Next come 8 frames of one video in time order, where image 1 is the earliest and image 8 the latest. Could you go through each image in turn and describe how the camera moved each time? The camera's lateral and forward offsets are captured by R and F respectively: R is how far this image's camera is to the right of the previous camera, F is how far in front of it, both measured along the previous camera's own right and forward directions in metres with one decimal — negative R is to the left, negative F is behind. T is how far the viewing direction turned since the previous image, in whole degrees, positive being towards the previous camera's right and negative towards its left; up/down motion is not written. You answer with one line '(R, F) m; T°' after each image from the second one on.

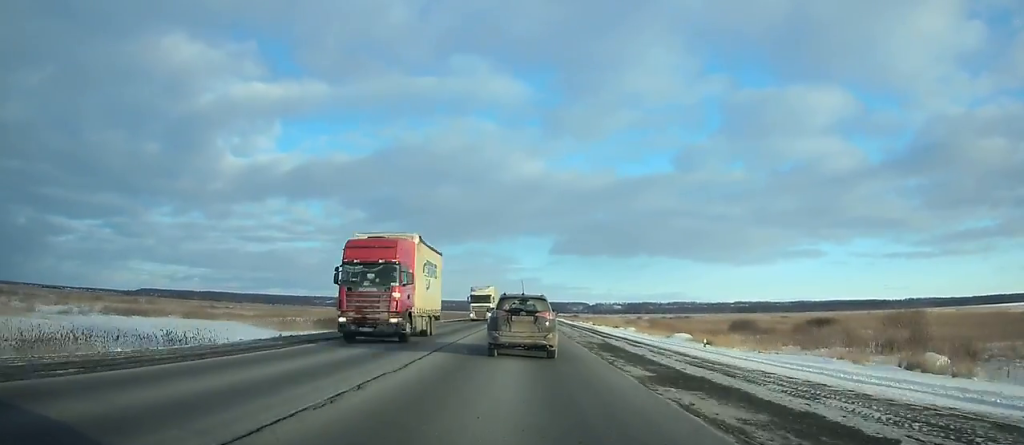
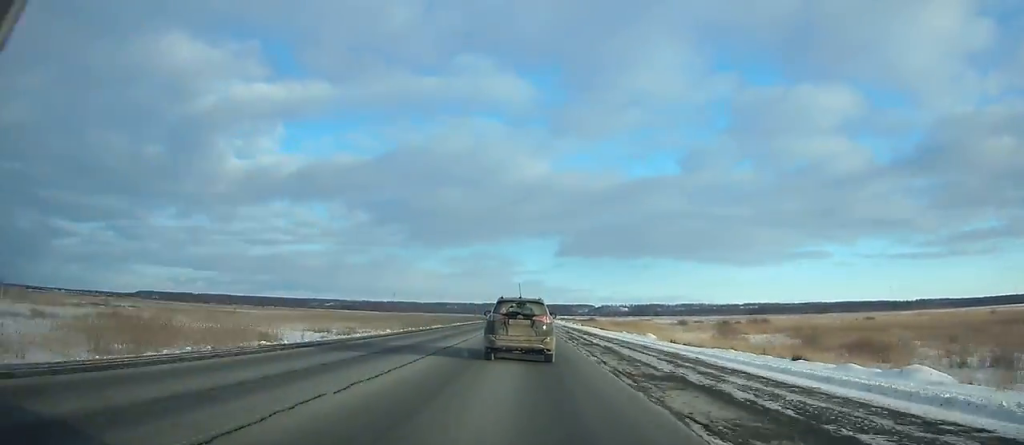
(+0.1, +71.8) m; 0°
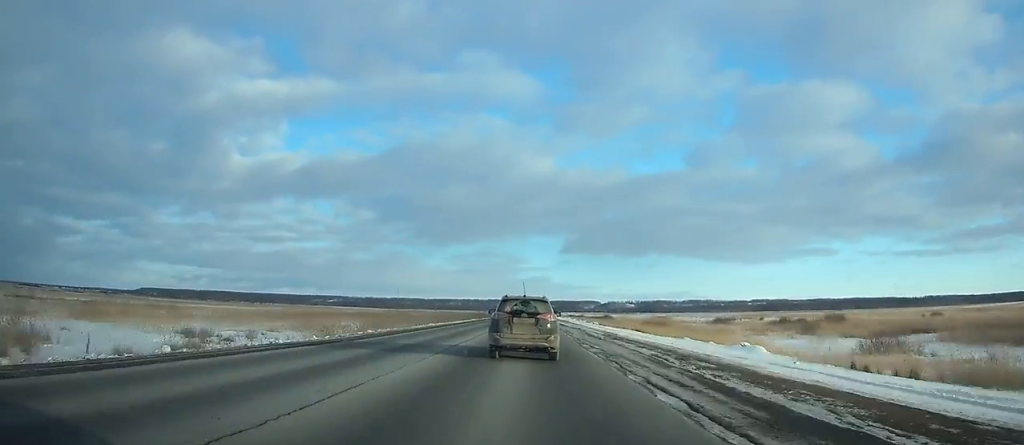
(0.0, +38.7) m; 0°
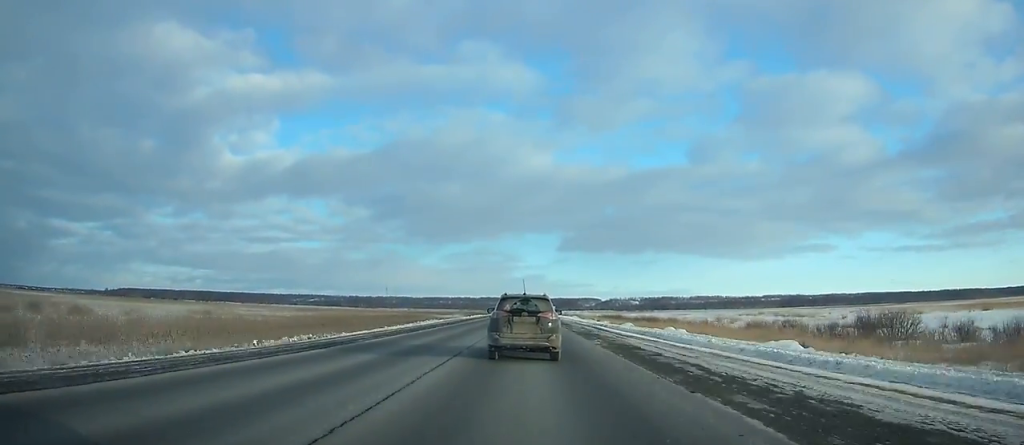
(0.0, +202.6) m; 0°
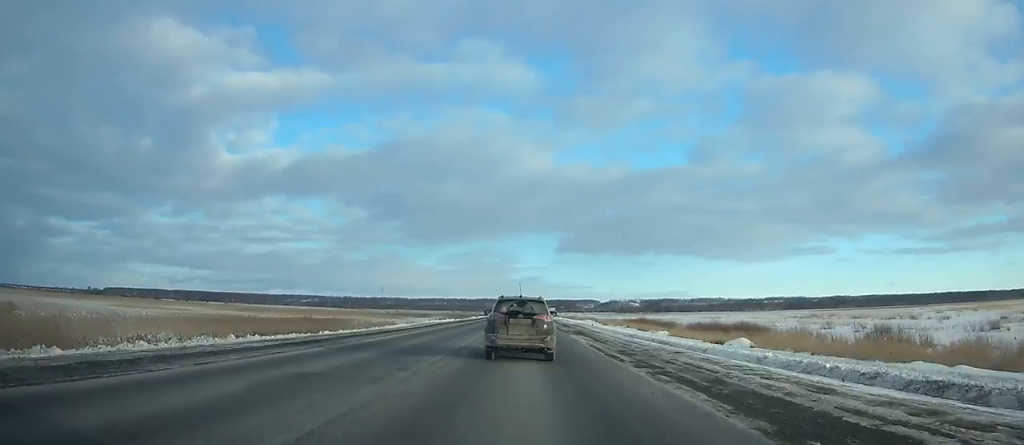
(0.0, +58.3) m; 0°
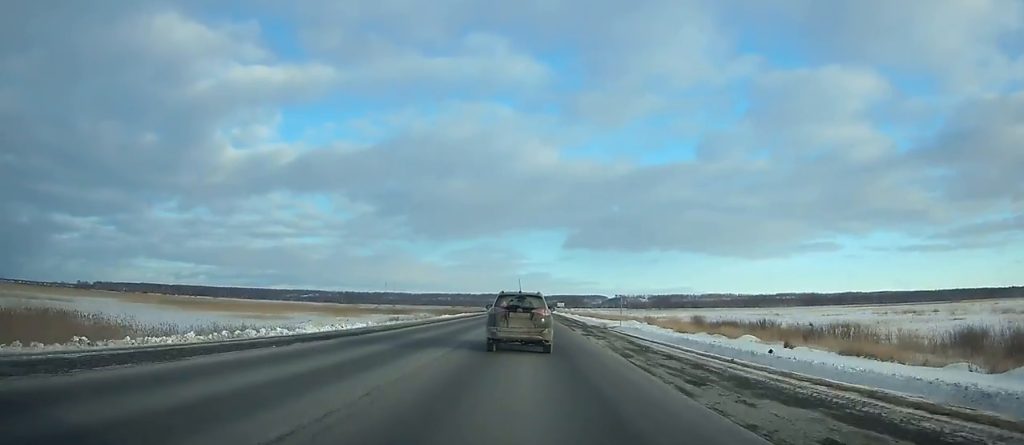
(-0.2, +60.8) m; 0°
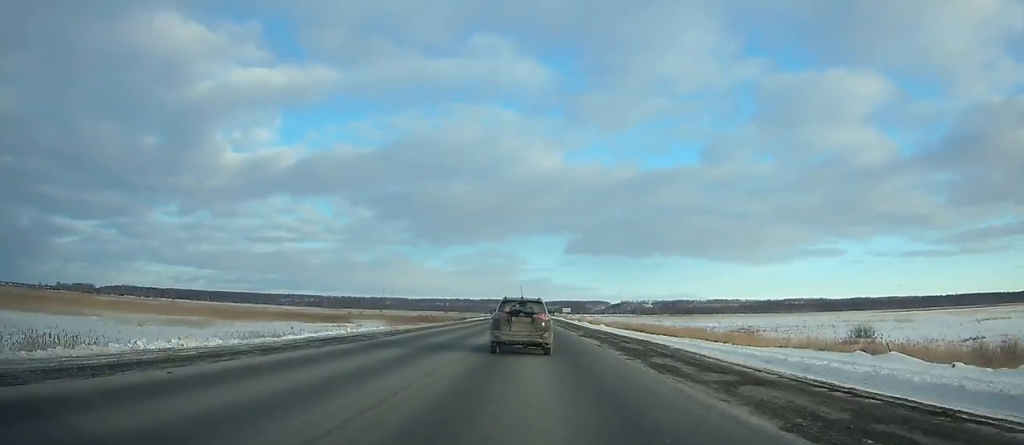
(-0.1, +71.4) m; 0°
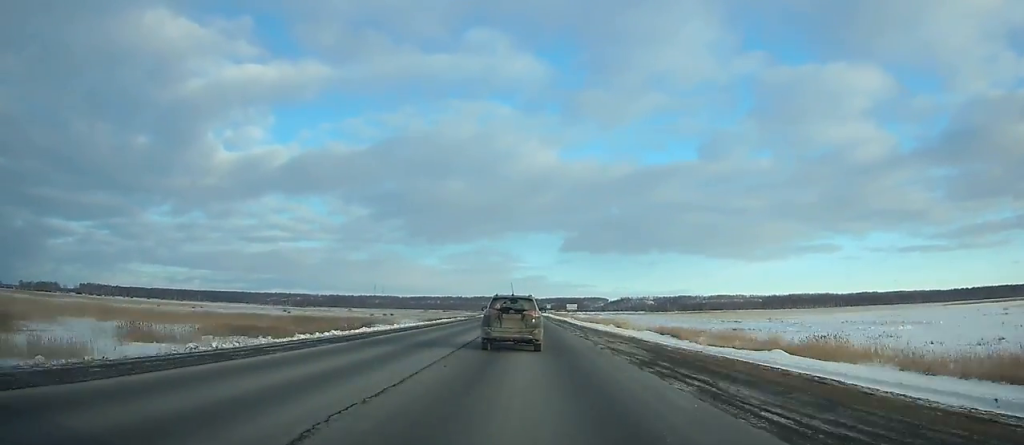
(0.0, +100.4) m; 0°
